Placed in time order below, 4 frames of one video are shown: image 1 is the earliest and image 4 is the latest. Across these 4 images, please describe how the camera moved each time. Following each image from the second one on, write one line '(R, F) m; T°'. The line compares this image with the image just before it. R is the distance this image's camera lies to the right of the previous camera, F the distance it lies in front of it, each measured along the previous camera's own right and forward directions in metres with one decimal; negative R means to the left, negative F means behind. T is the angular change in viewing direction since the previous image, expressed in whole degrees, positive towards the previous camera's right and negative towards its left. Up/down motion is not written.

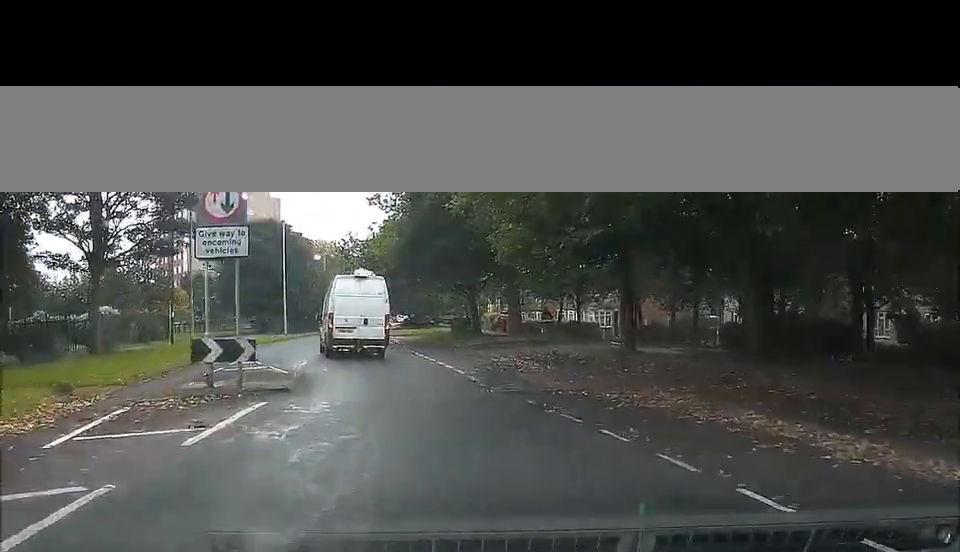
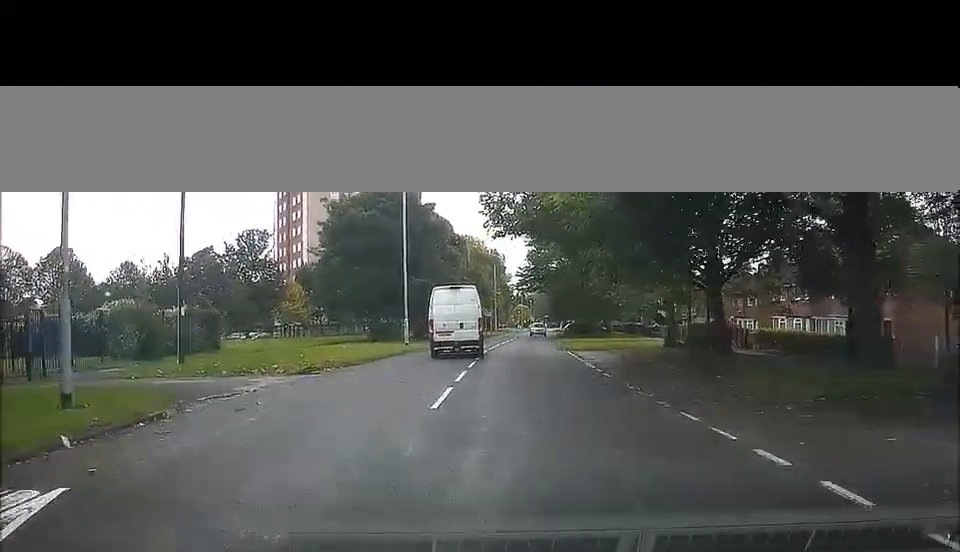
(-2.3, +19.8) m; -15°
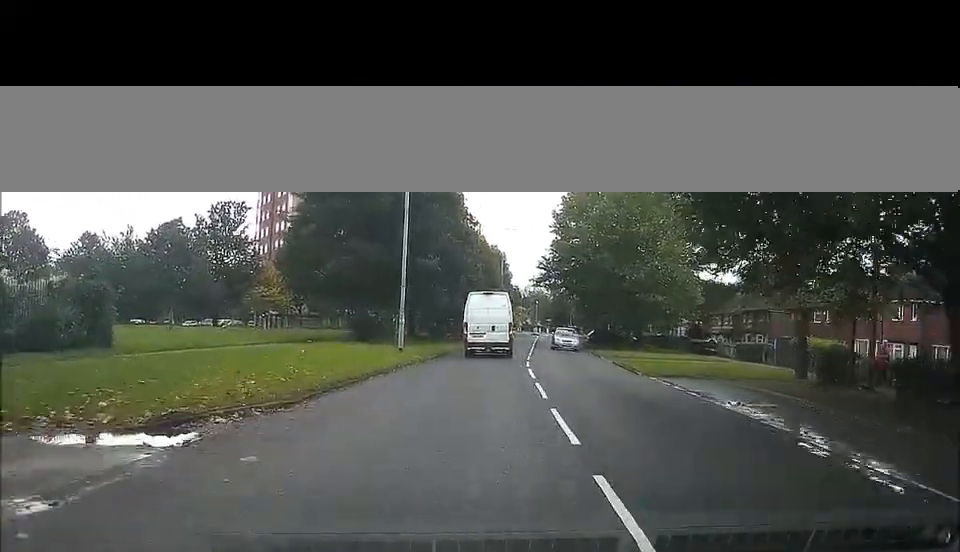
(+0.1, +15.7) m; +4°
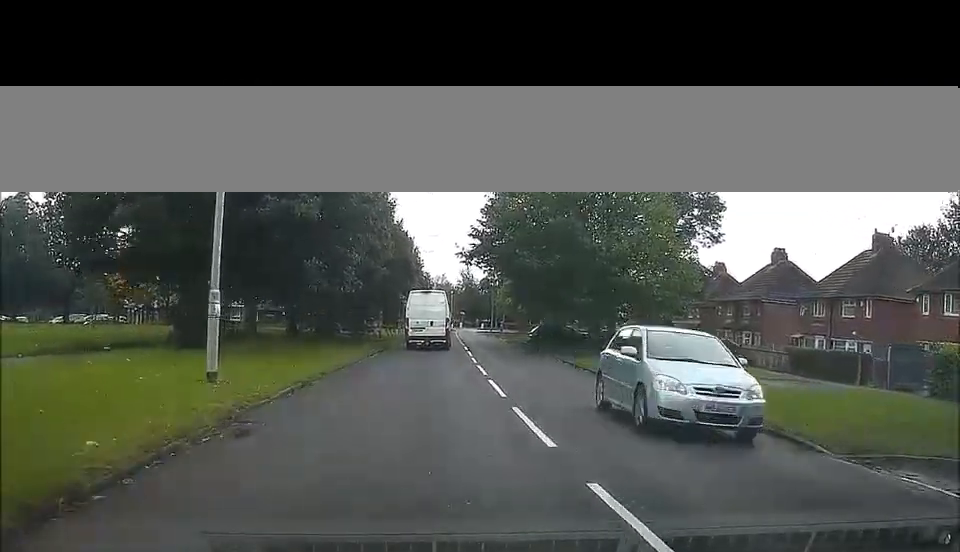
(+1.3, +19.8) m; +6°
